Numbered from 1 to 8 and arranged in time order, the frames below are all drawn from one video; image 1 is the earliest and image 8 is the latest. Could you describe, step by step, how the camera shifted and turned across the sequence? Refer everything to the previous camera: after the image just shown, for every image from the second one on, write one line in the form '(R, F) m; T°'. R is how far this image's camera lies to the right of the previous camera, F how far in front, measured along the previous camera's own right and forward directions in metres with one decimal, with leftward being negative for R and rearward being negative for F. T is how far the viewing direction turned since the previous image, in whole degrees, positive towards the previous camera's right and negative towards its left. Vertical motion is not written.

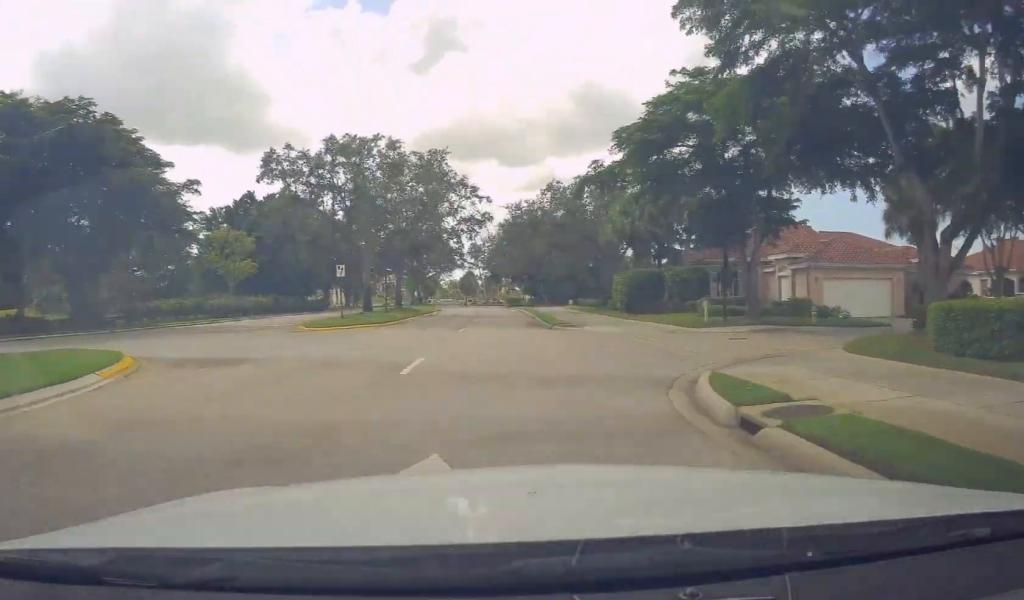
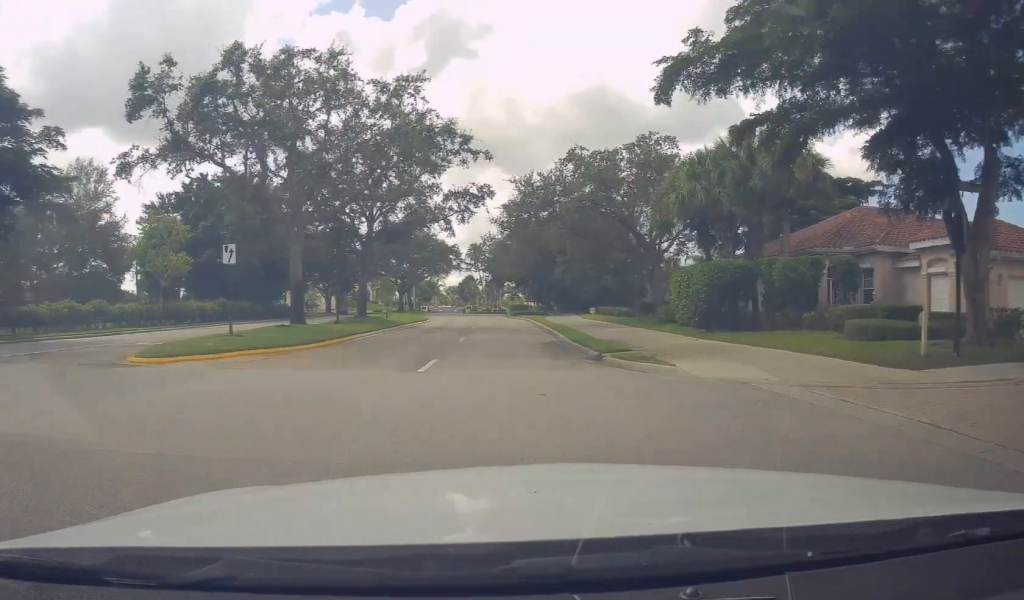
(0.0, +14.7) m; 0°
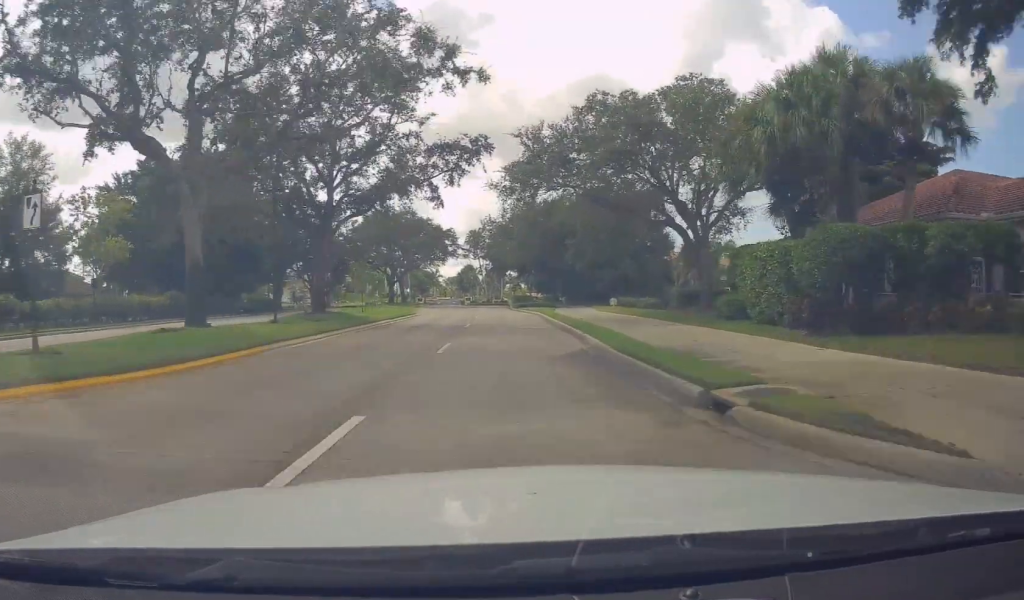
(+0.1, +8.8) m; -1°
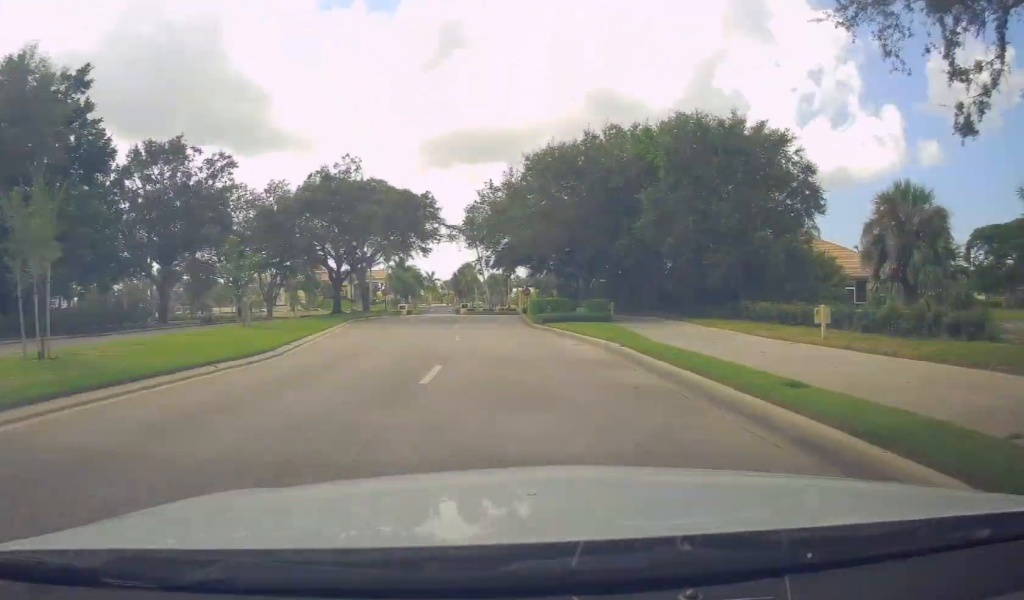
(-1.5, +30.4) m; -4°
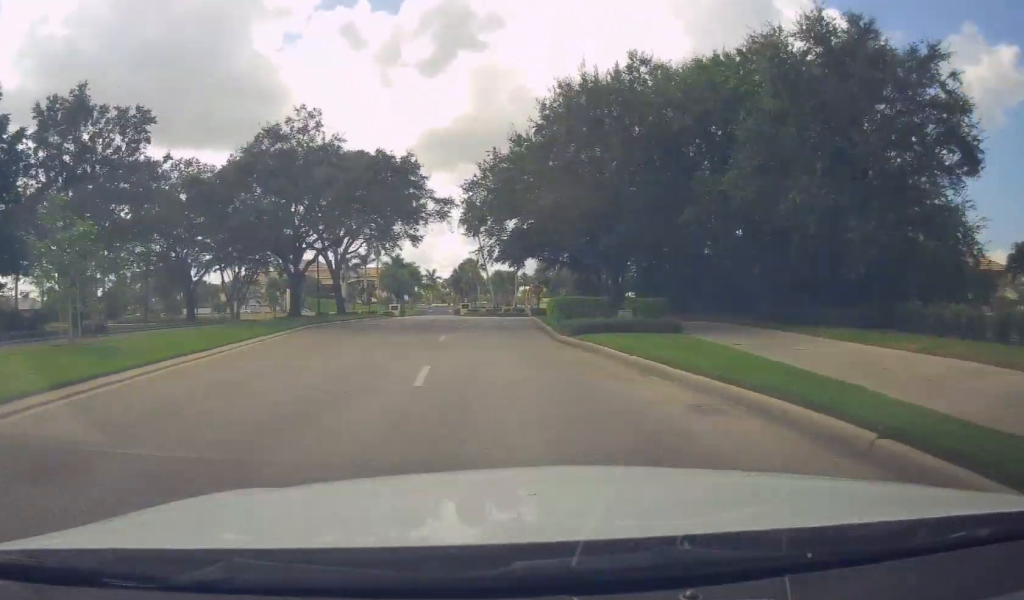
(0.0, +13.6) m; +1°
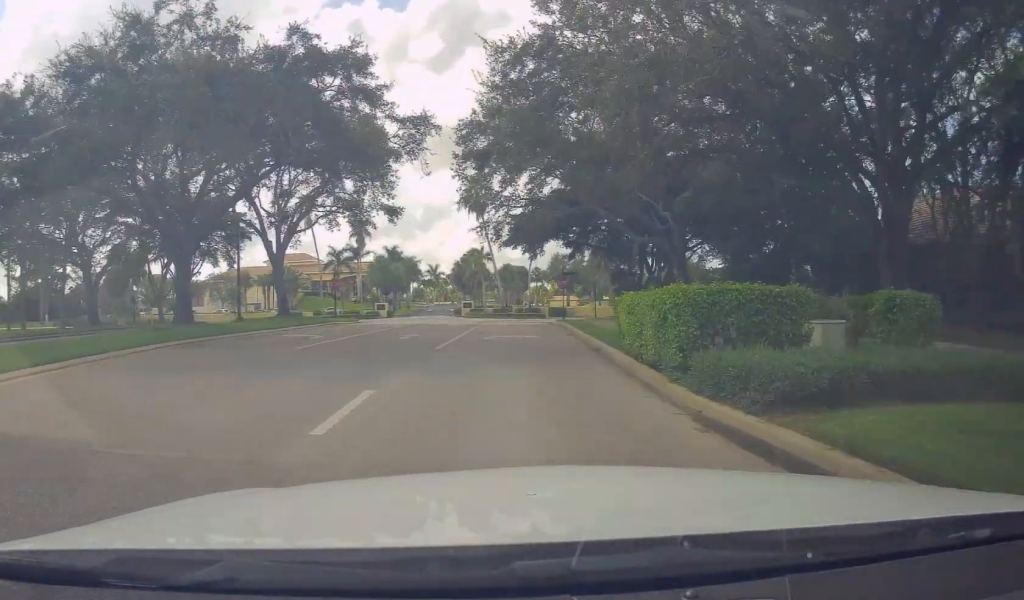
(+0.2, +16.8) m; +1°
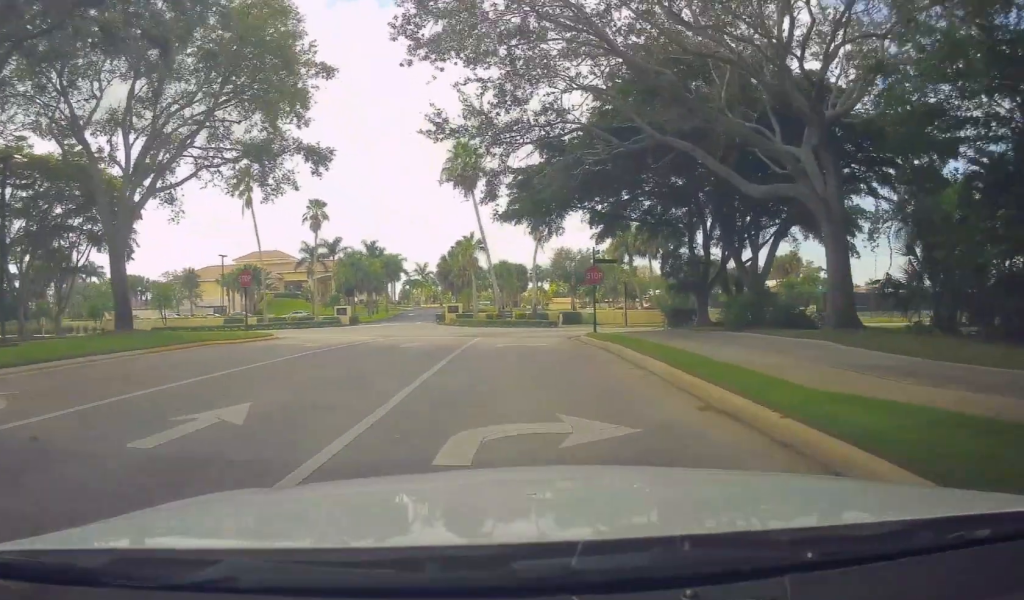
(0.0, +18.9) m; 0°
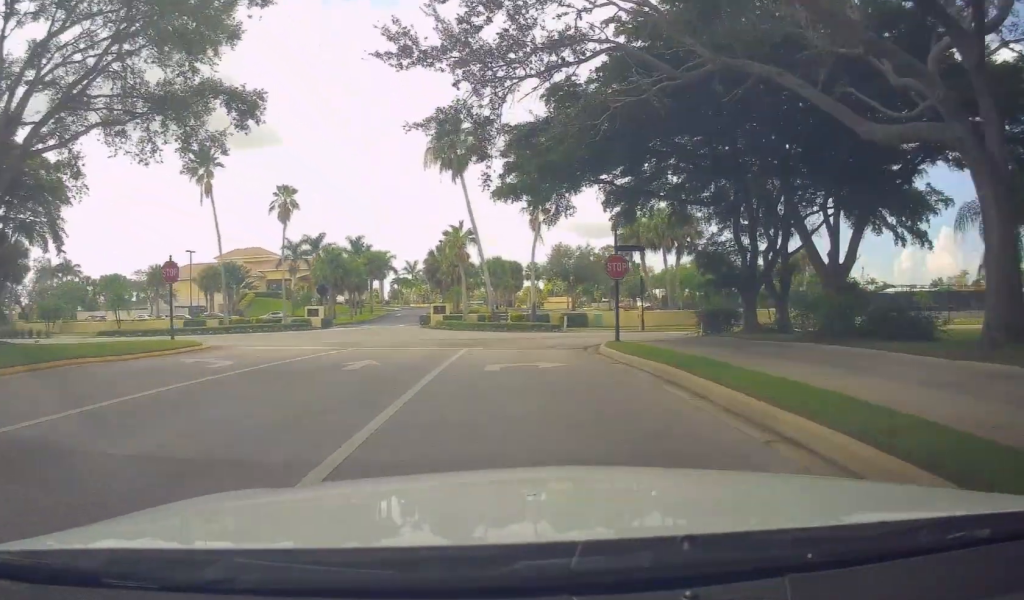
(0.0, +8.0) m; 0°
